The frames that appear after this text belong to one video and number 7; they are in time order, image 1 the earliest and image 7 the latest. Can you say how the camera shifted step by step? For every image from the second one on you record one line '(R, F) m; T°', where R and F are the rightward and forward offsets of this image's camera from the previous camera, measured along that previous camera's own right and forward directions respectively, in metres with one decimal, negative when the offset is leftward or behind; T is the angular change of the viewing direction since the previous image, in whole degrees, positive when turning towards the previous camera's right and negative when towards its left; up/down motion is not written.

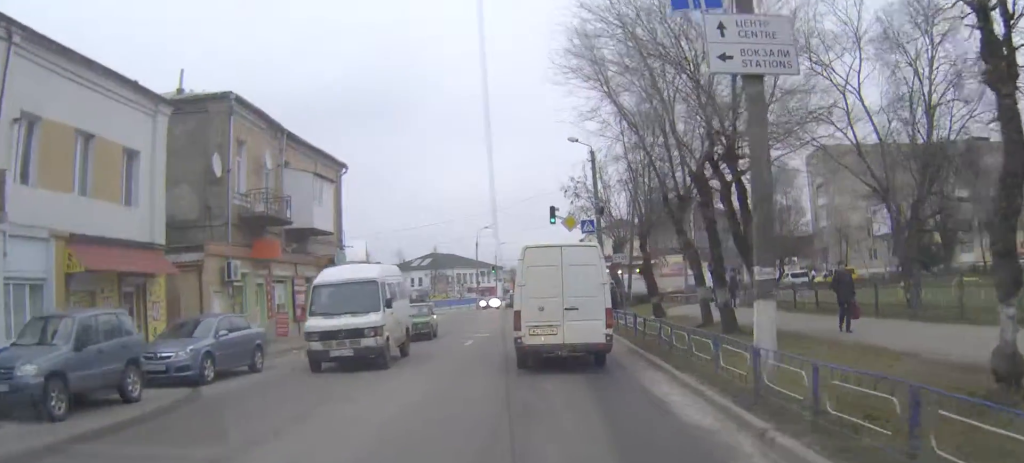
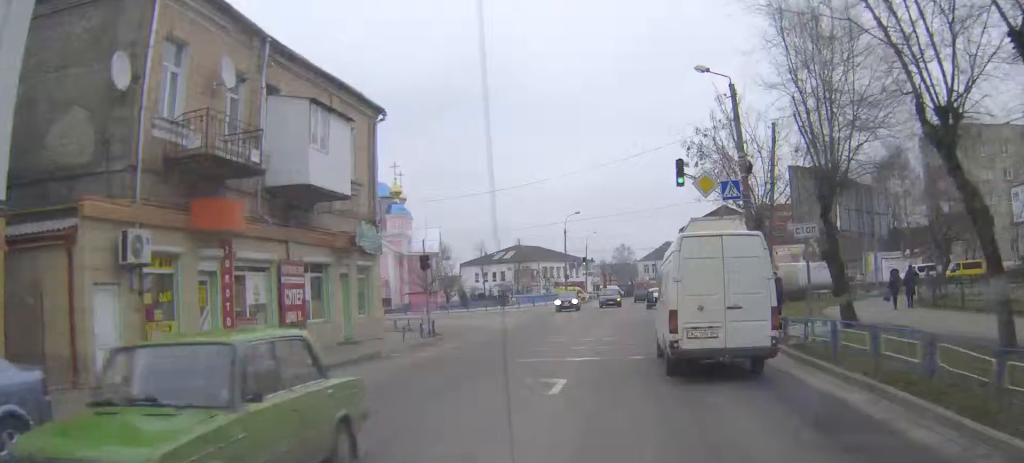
(-0.3, +10.9) m; -3°
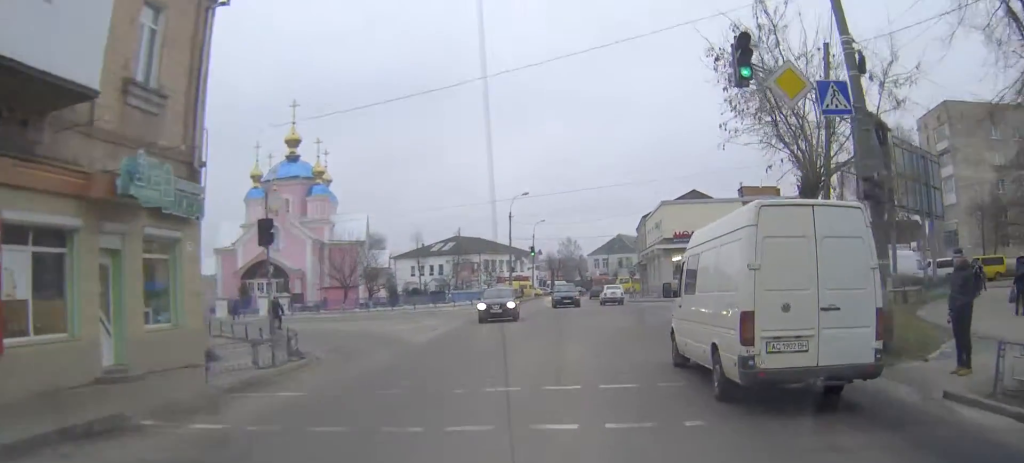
(+0.2, +10.9) m; +3°
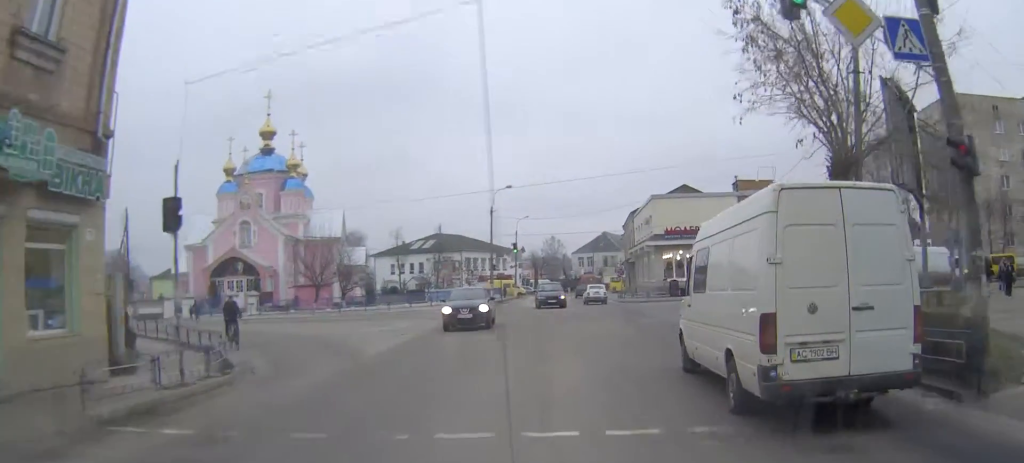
(0.0, +3.5) m; +1°
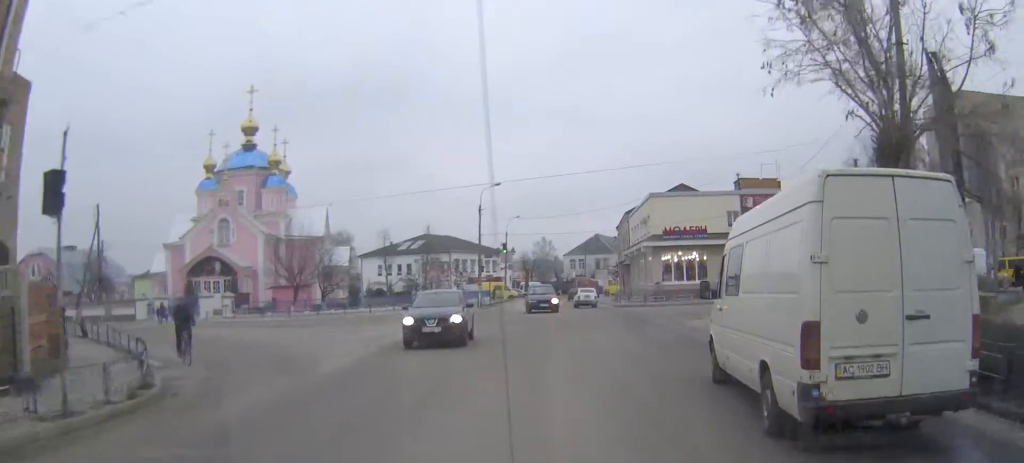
(+0.1, +3.4) m; +1°
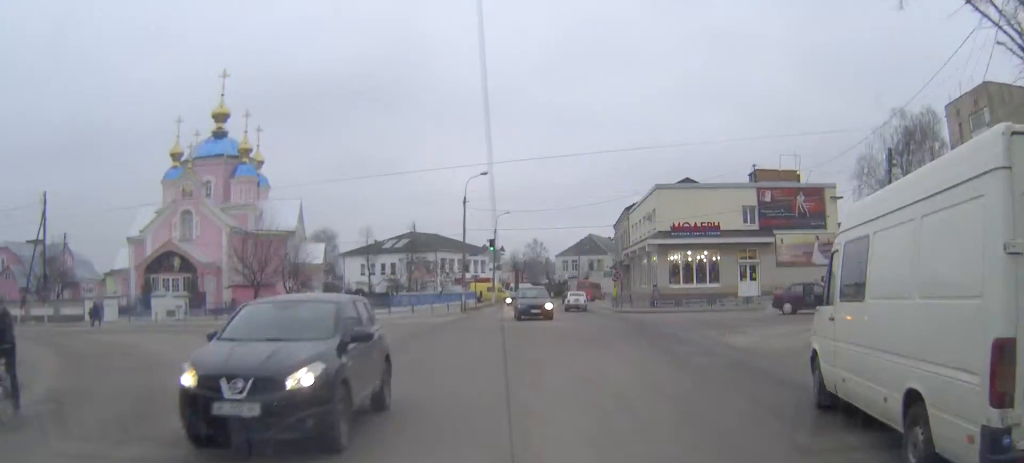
(+0.1, +6.9) m; +1°
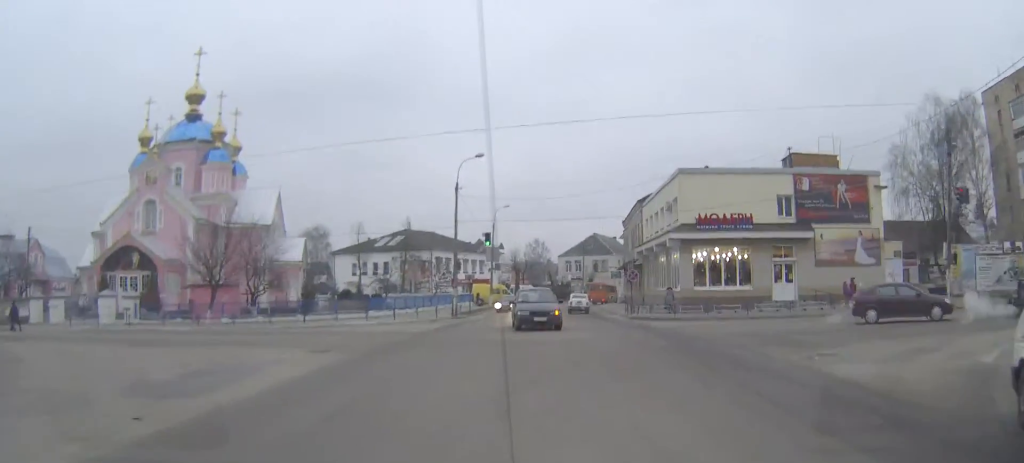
(0.0, +7.6) m; 0°
